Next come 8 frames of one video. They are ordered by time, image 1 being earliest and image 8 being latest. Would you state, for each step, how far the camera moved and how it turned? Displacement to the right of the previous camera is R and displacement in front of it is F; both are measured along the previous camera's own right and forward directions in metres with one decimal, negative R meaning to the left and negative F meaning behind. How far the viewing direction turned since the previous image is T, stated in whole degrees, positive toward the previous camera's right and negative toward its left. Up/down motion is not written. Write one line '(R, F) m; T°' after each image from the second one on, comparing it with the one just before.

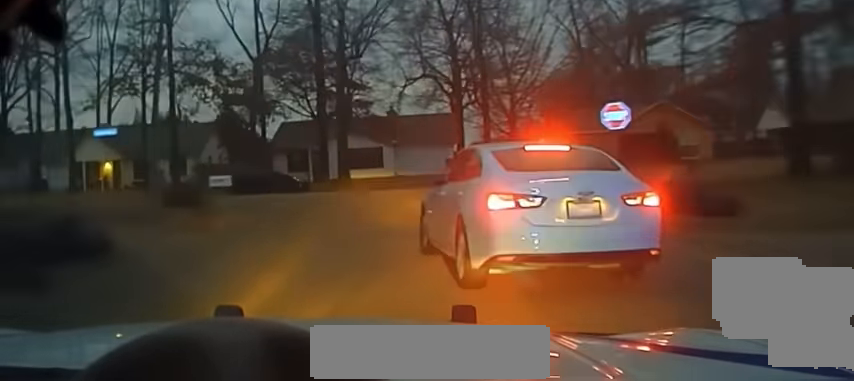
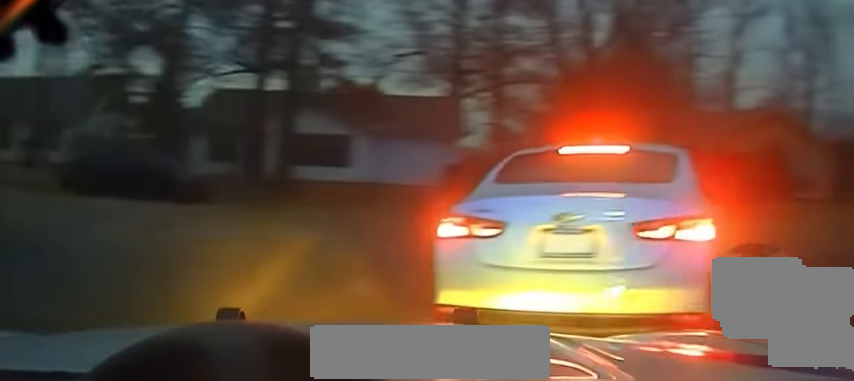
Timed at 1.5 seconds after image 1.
(+1.8, +19.5) m; +29°
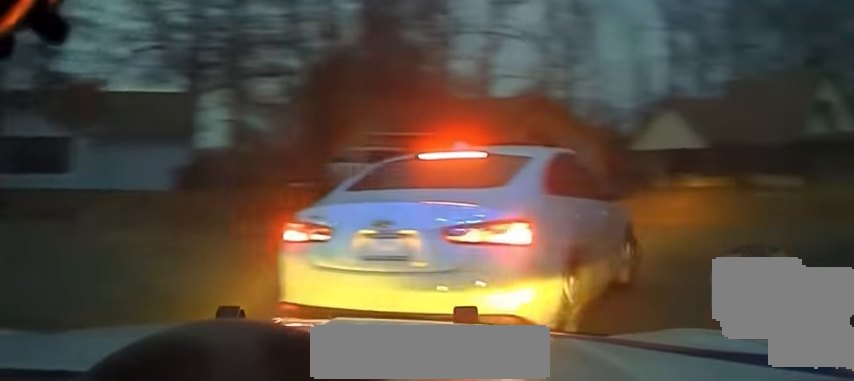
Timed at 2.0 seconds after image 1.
(+0.9, +4.4) m; +21°
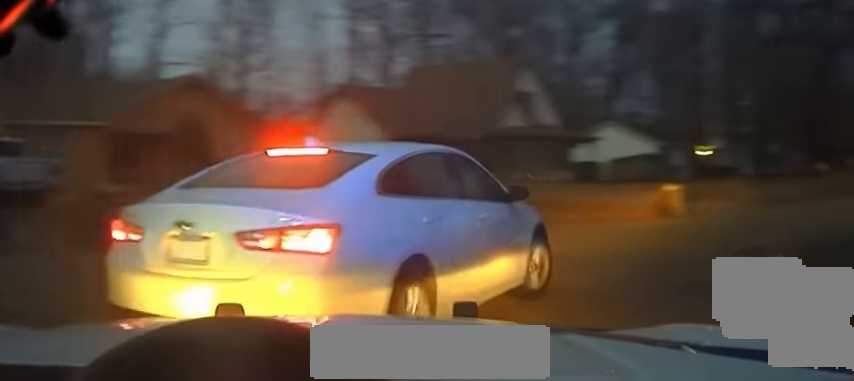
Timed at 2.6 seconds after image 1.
(+1.3, +5.1) m; +21°
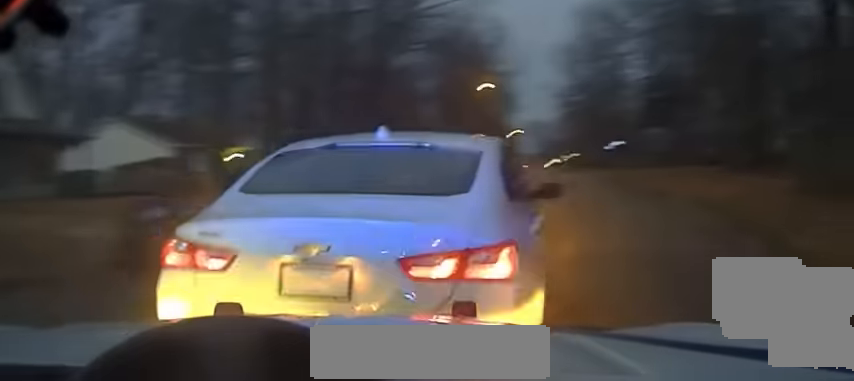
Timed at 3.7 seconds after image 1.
(+3.5, +10.9) m; +24°
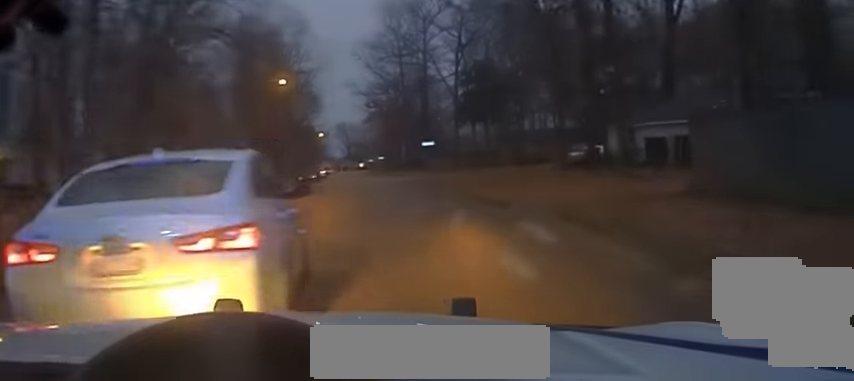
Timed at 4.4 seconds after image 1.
(+0.6, +8.1) m; +5°
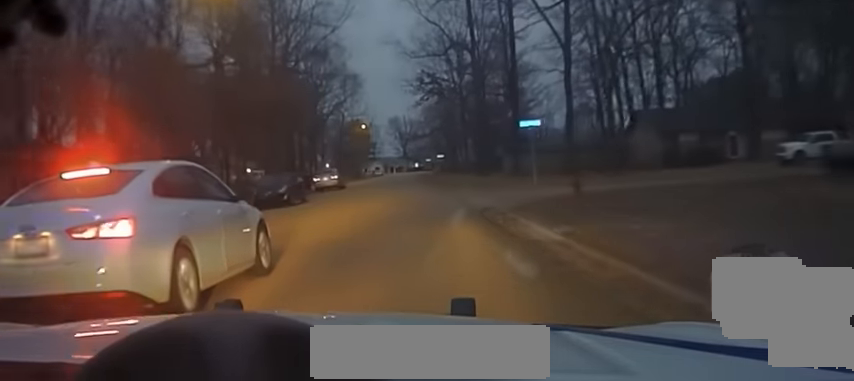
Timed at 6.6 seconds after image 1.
(-1.0, +33.7) m; -3°
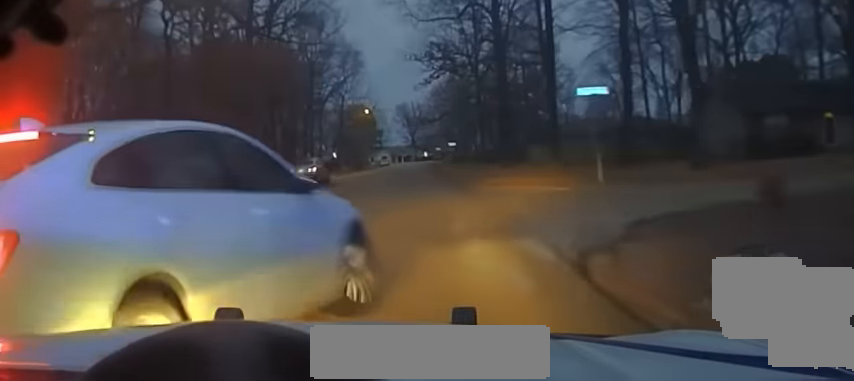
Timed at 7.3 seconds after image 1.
(-0.3, +9.0) m; +2°
